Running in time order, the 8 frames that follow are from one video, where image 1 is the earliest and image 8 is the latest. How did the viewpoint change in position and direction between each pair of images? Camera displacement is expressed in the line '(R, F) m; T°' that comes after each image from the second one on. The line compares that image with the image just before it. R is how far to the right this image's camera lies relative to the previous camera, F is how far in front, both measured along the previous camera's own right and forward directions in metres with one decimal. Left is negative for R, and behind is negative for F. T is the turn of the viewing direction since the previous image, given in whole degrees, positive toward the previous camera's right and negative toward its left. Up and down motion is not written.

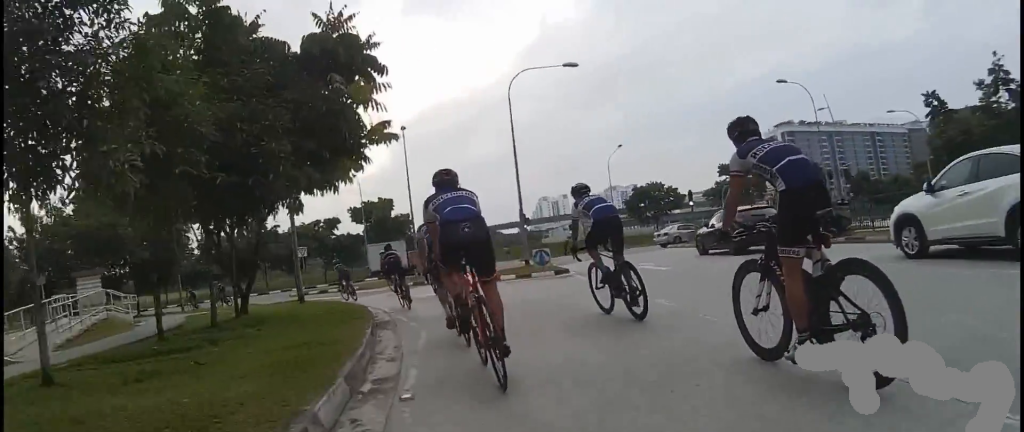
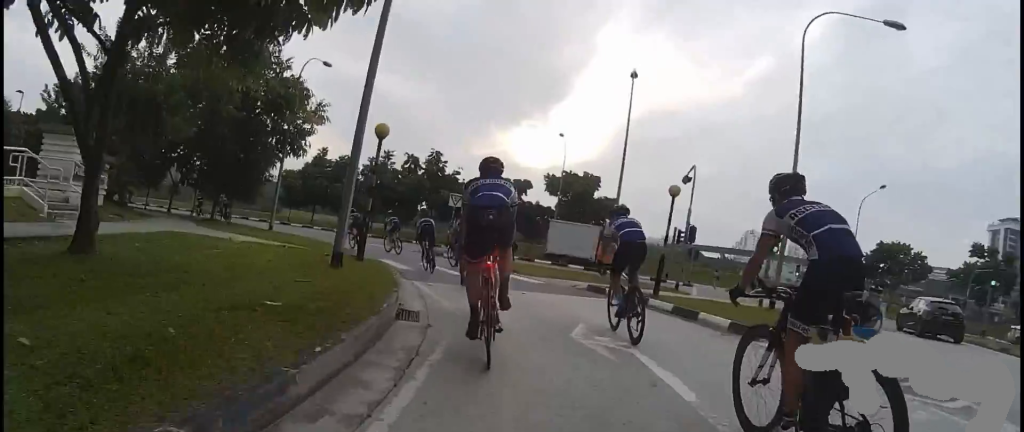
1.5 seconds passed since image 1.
(-2.0, +11.1) m; -16°
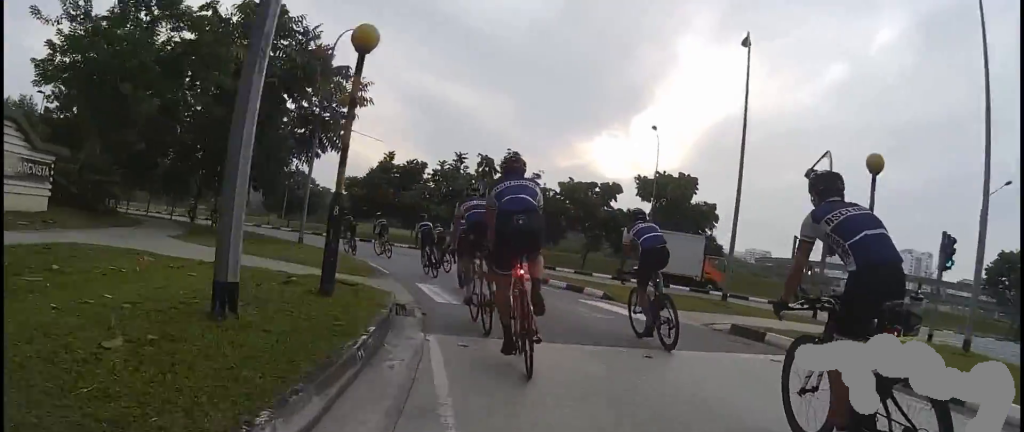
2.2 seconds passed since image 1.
(+0.6, +5.8) m; -12°
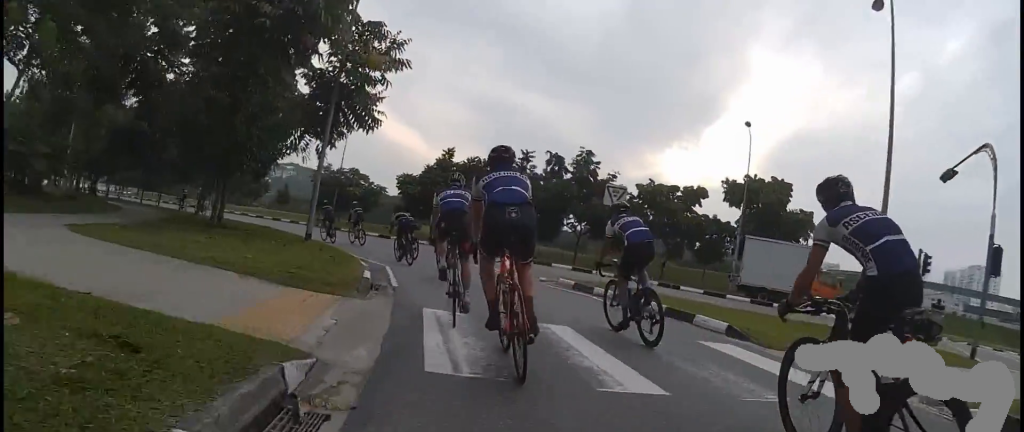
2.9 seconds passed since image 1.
(-1.8, +4.8) m; -9°
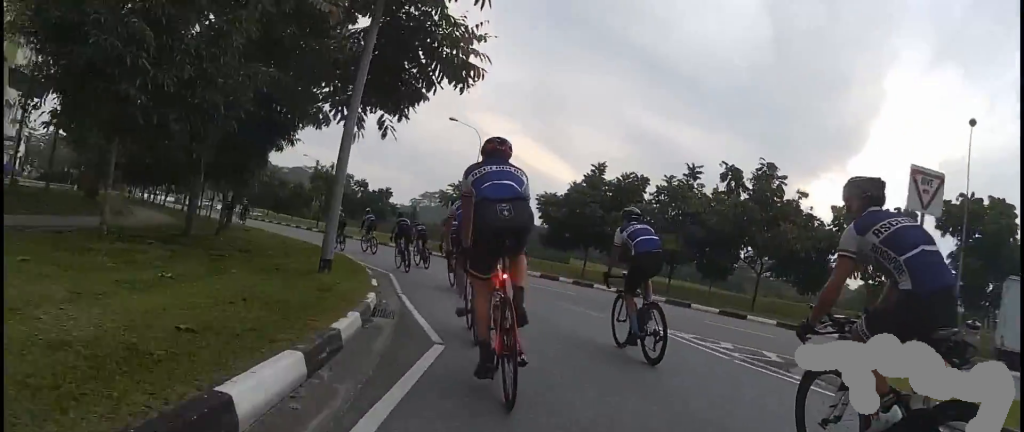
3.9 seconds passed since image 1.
(-0.1, +8.2) m; -6°
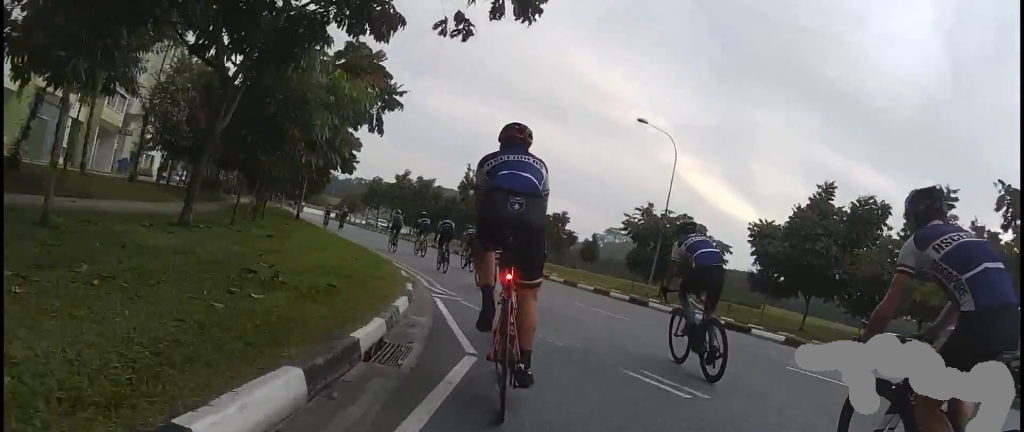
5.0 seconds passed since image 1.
(-0.9, +9.0) m; -12°
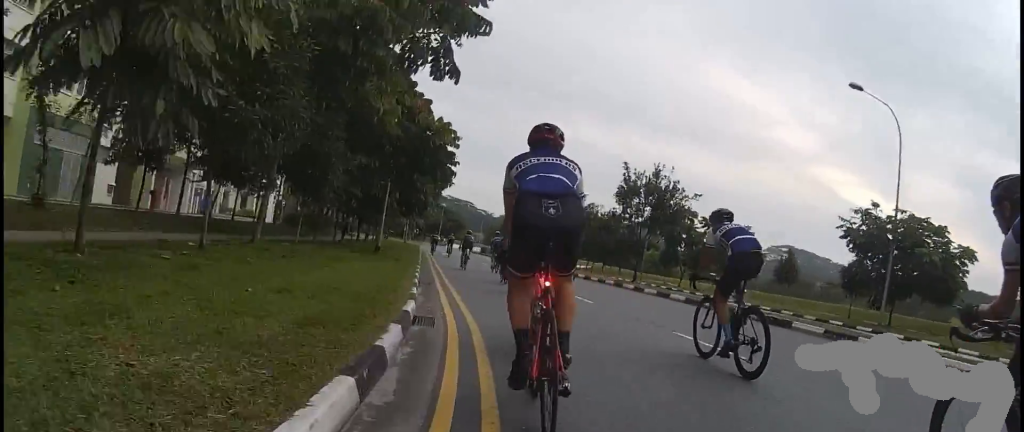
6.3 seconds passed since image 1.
(-0.8, +10.3) m; -2°
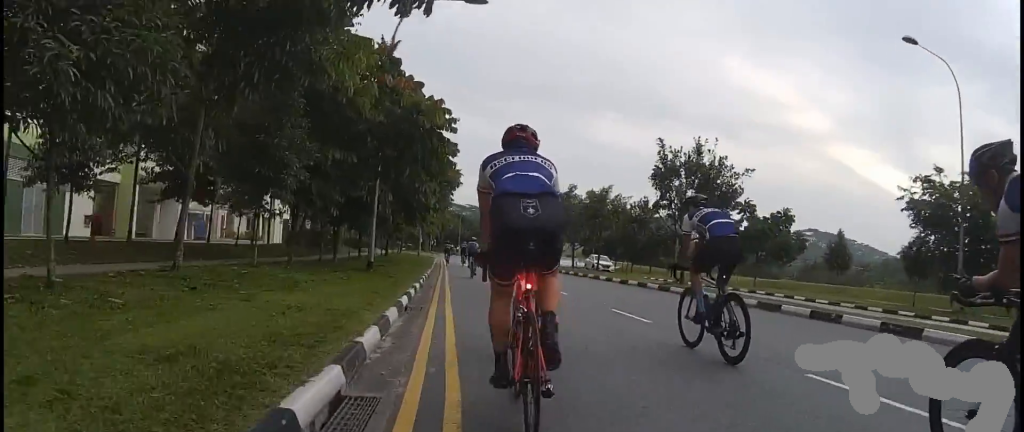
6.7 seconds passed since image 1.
(+0.2, +3.7) m; 0°
